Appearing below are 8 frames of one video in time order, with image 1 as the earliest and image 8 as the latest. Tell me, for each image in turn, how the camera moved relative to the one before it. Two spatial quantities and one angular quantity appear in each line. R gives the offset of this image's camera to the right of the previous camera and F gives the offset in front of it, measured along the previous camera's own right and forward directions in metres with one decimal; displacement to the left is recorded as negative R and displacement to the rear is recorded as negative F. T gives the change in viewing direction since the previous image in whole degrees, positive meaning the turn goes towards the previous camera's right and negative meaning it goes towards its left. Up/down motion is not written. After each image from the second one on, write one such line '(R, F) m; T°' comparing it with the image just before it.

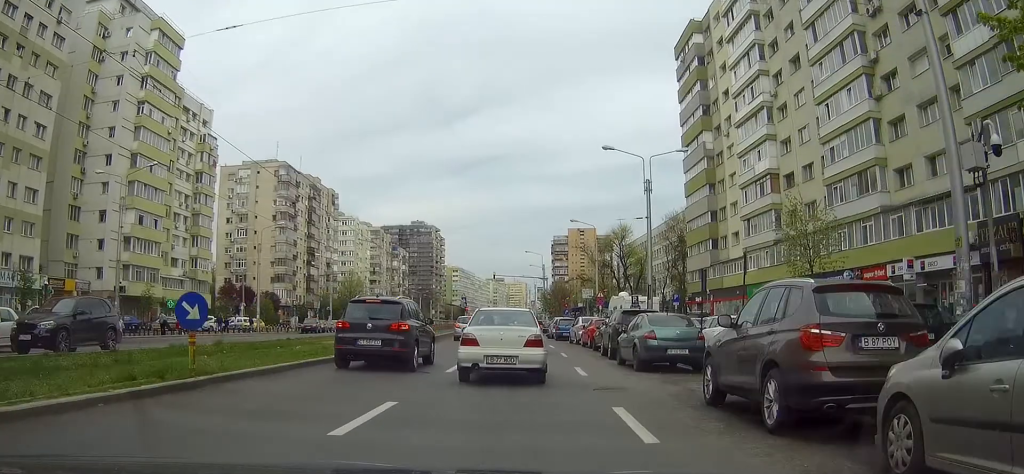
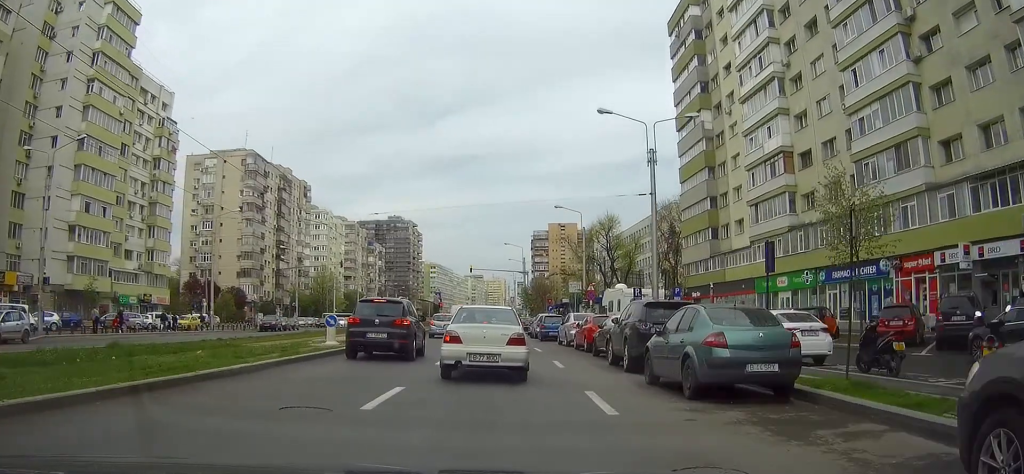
(0.0, +7.1) m; +4°
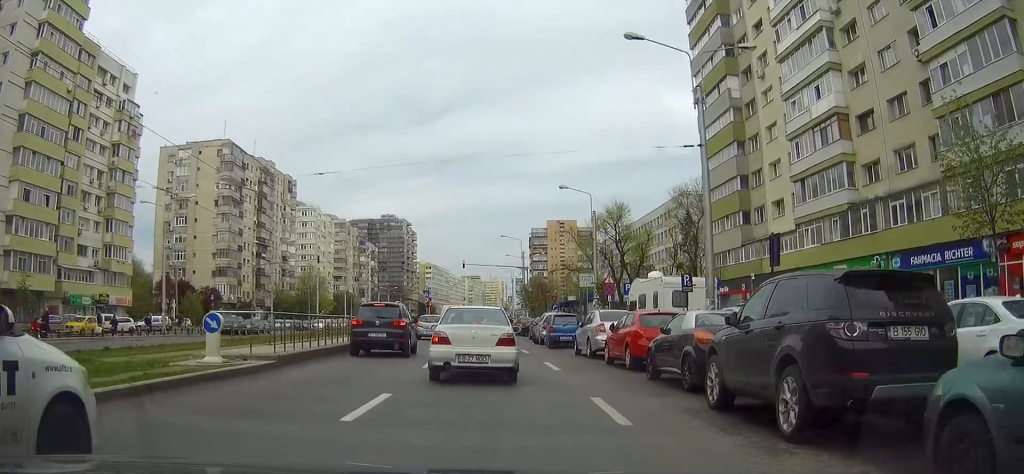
(+0.6, +9.7) m; +4°
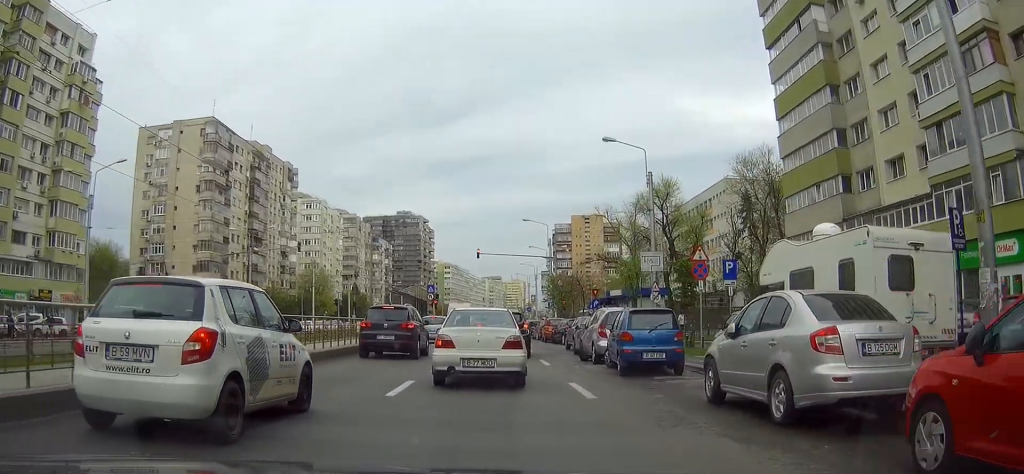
(-0.1, +15.4) m; -4°
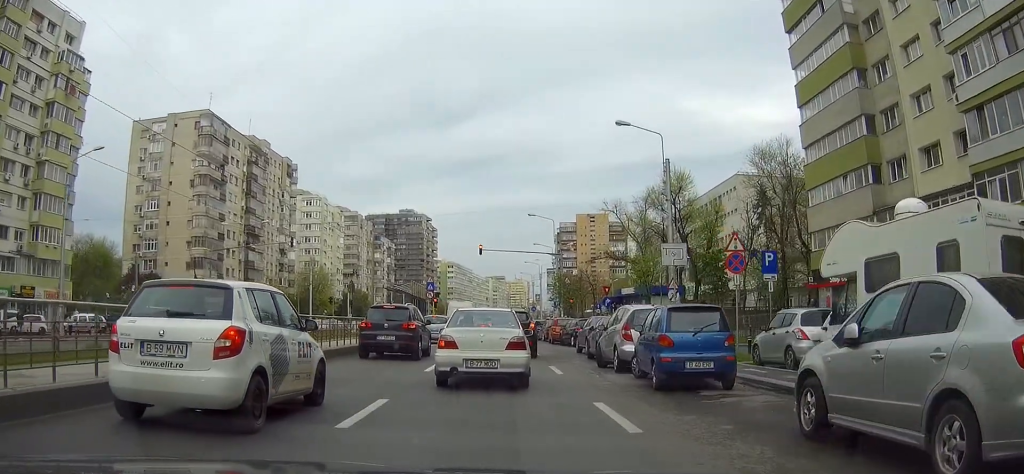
(-0.2, +3.5) m; -4°
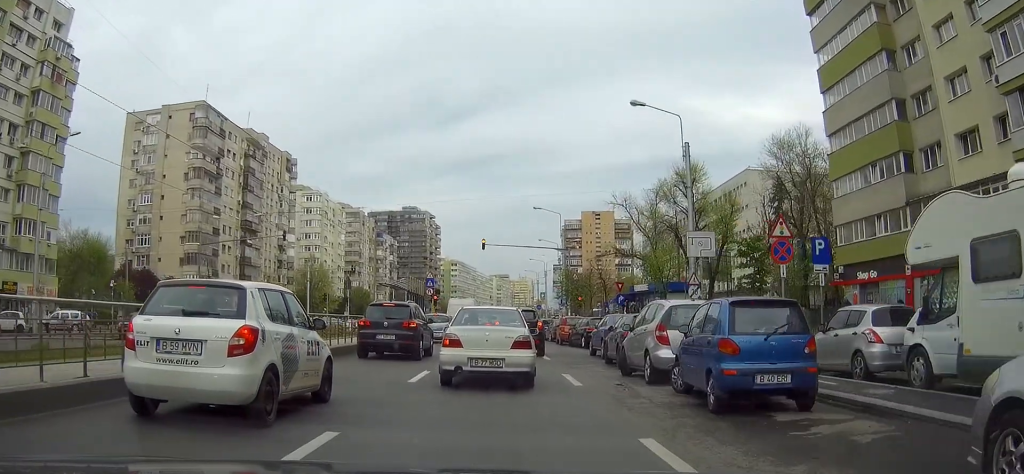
(0.0, +3.4) m; -4°
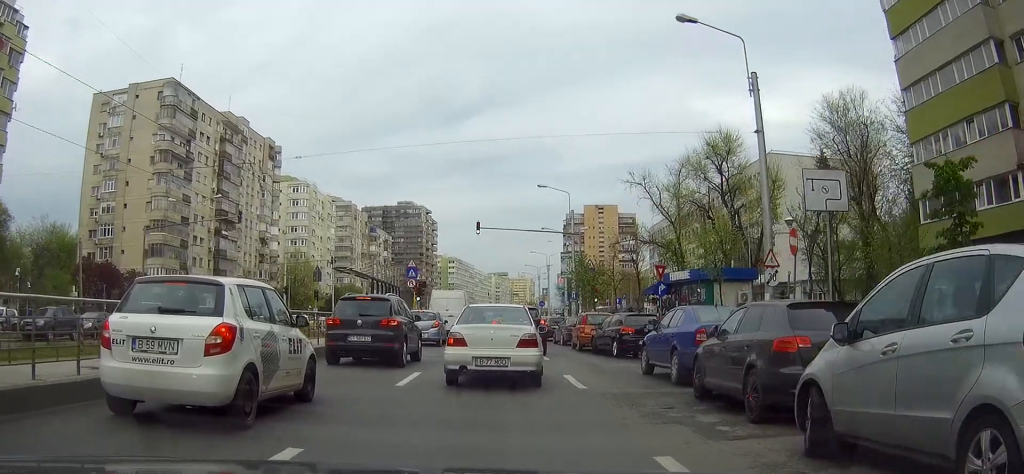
(-0.7, +10.5) m; -1°
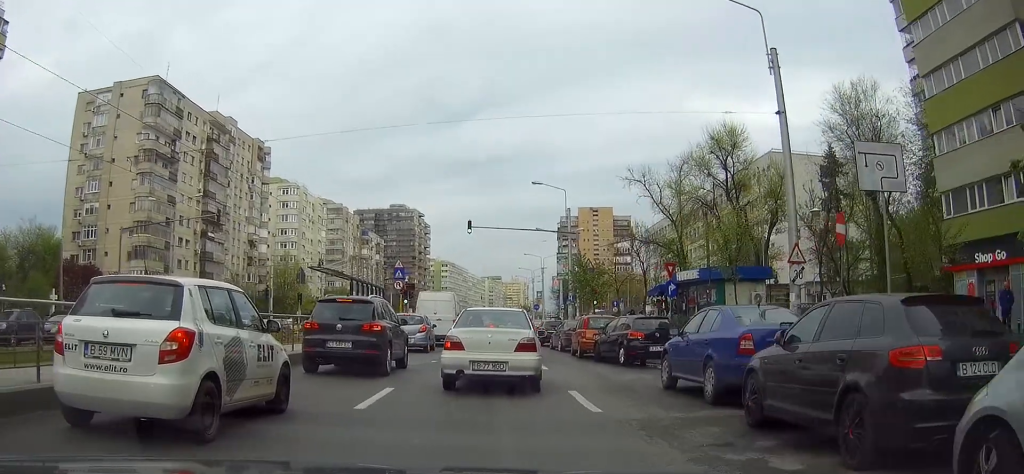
(+0.1, +2.8) m; +3°
